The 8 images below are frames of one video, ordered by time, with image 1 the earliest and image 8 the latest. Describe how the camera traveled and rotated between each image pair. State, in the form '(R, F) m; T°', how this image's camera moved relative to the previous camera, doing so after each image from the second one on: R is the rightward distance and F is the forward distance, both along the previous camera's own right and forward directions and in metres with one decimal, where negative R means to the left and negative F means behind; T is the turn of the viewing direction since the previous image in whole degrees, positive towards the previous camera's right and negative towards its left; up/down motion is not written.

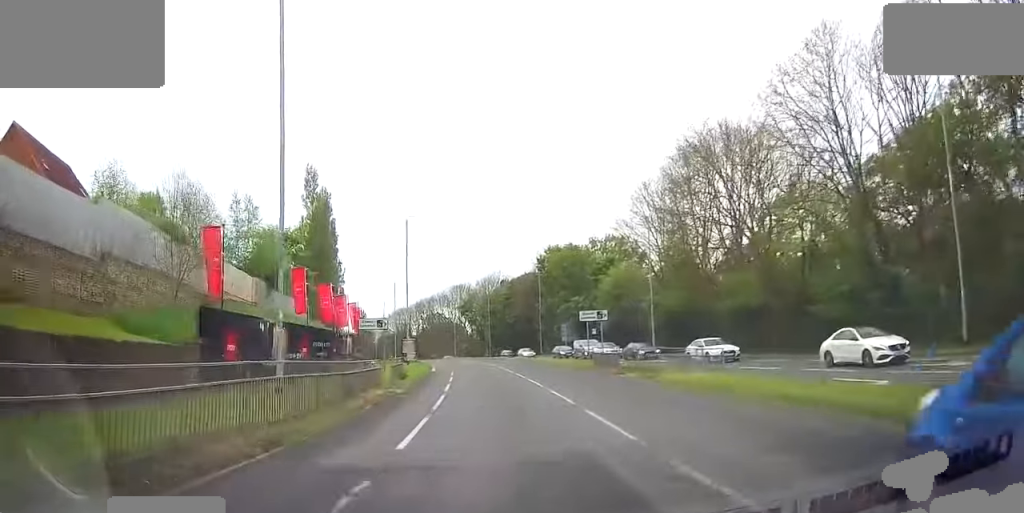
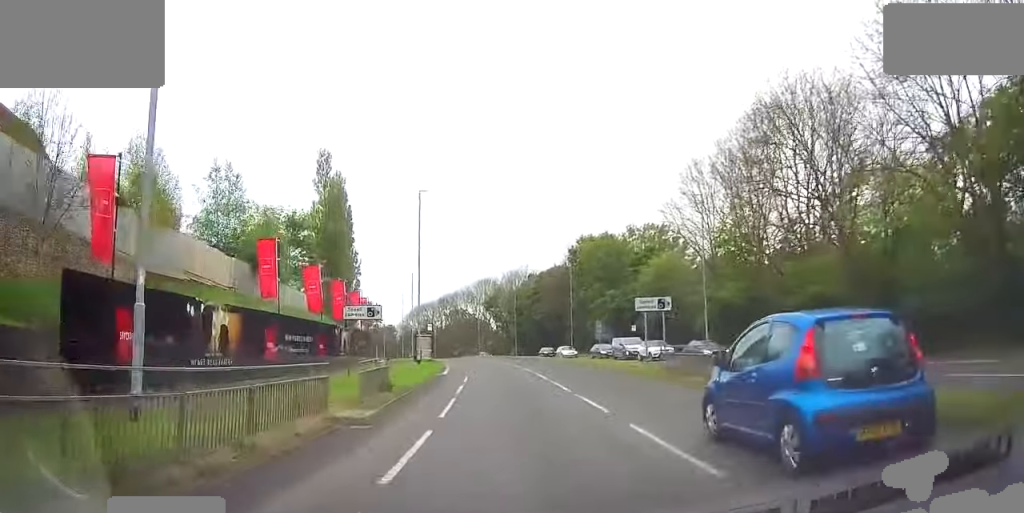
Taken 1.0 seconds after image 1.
(-0.1, +8.5) m; -1°
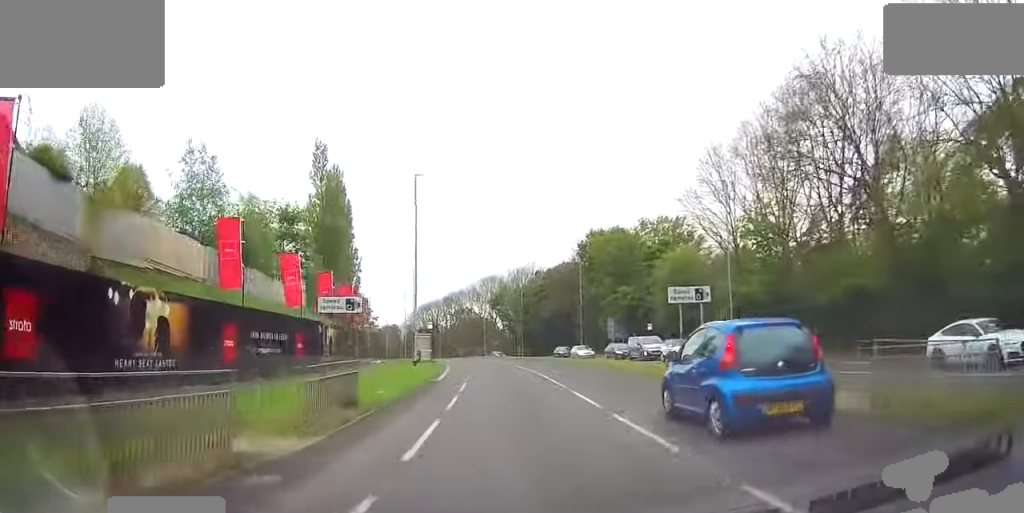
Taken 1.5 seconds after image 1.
(0.0, +4.4) m; -1°
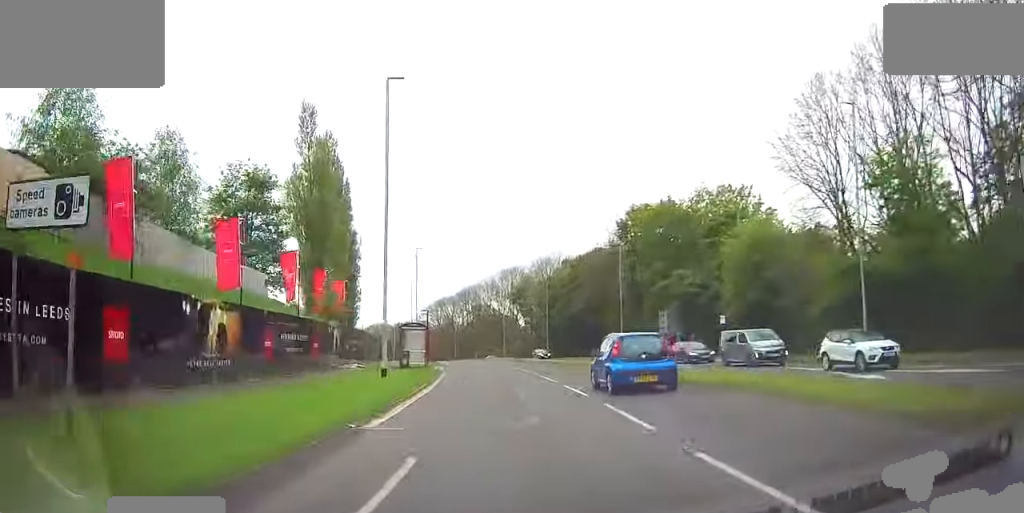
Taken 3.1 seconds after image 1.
(-0.8, +16.4) m; -3°
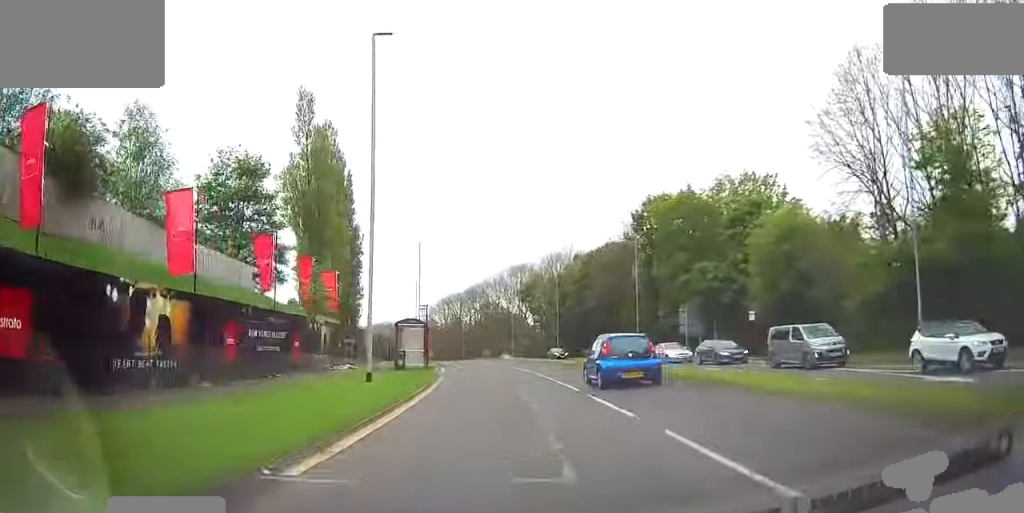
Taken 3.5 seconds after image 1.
(-0.2, +4.3) m; 0°
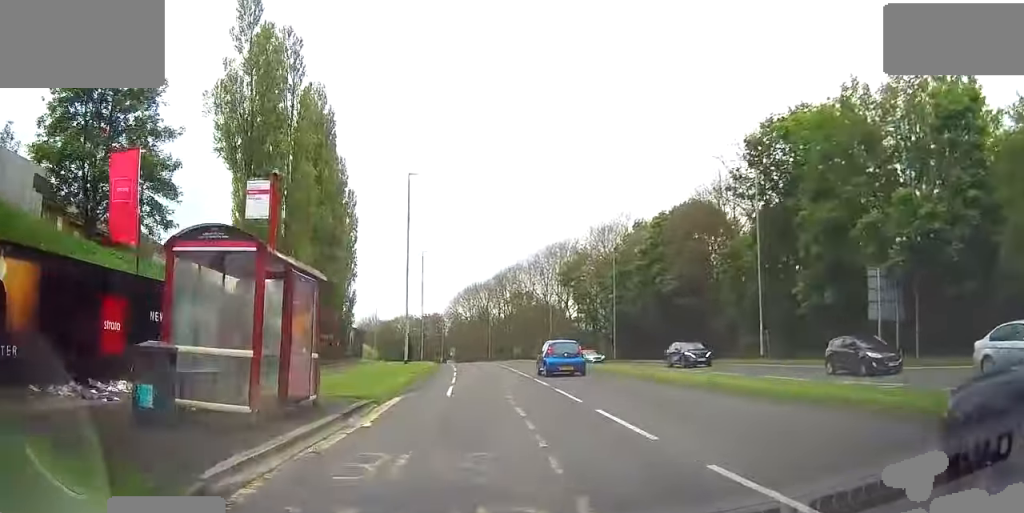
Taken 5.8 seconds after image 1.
(-0.7, +27.0) m; -6°
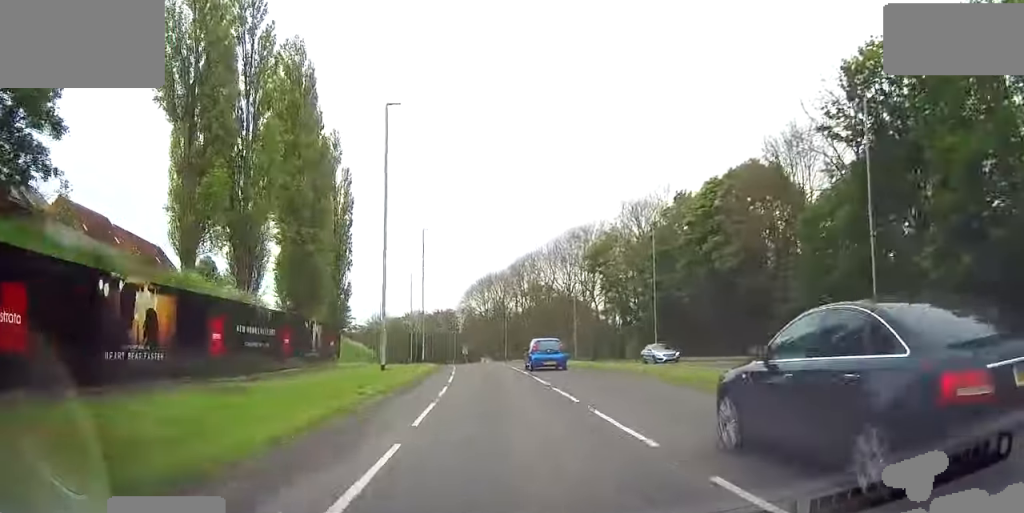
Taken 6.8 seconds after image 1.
(-0.3, +12.7) m; -1°
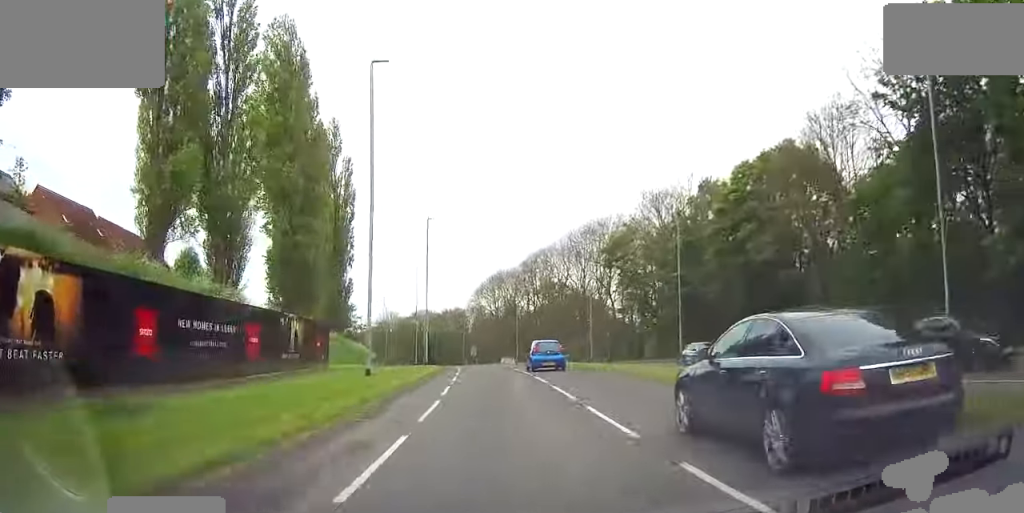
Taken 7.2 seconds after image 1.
(0.0, +5.1) m; 0°
